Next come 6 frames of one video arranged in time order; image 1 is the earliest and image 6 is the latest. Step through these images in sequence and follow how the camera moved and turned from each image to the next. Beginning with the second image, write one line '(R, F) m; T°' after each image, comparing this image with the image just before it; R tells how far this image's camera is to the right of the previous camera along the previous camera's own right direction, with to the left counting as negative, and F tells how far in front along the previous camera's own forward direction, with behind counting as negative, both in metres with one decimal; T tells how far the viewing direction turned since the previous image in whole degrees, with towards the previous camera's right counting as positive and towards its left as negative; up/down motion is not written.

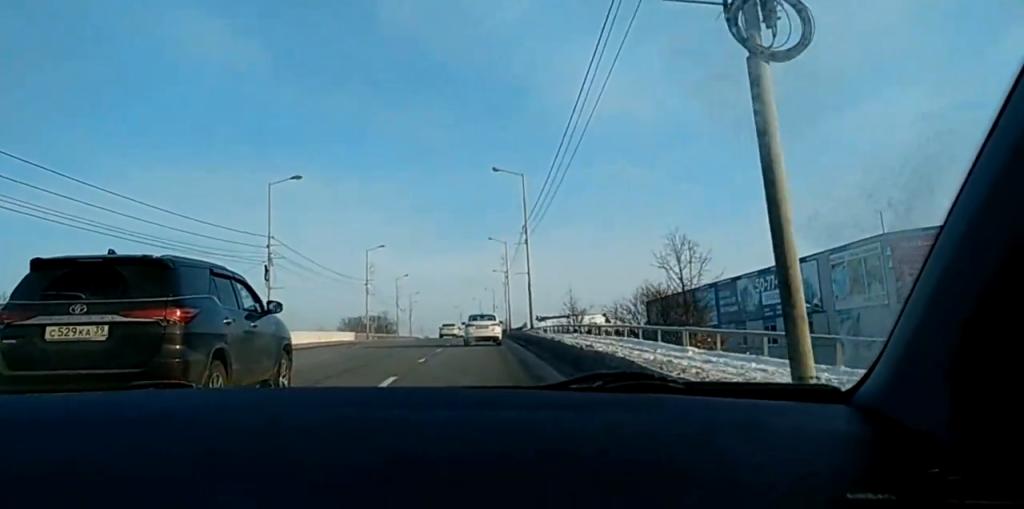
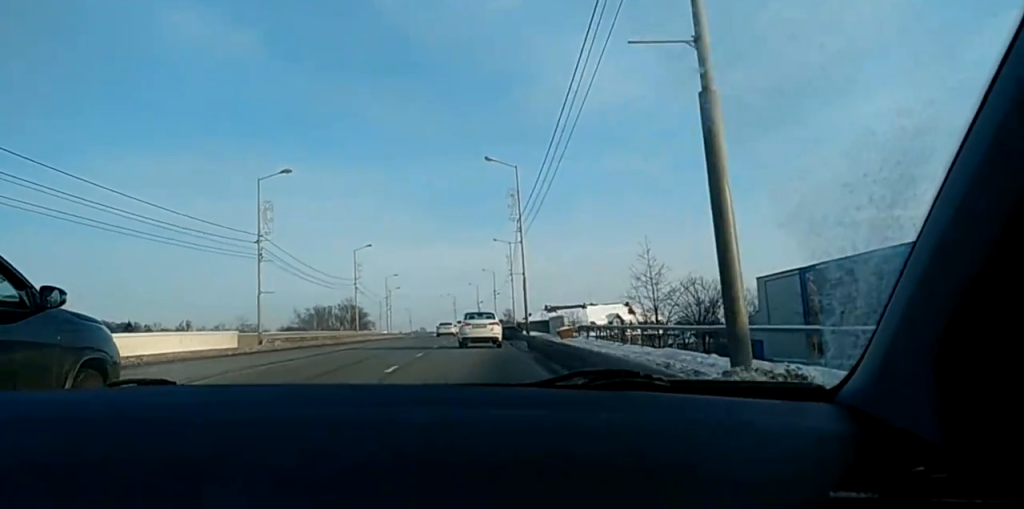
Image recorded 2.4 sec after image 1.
(-1.8, +43.0) m; -2°
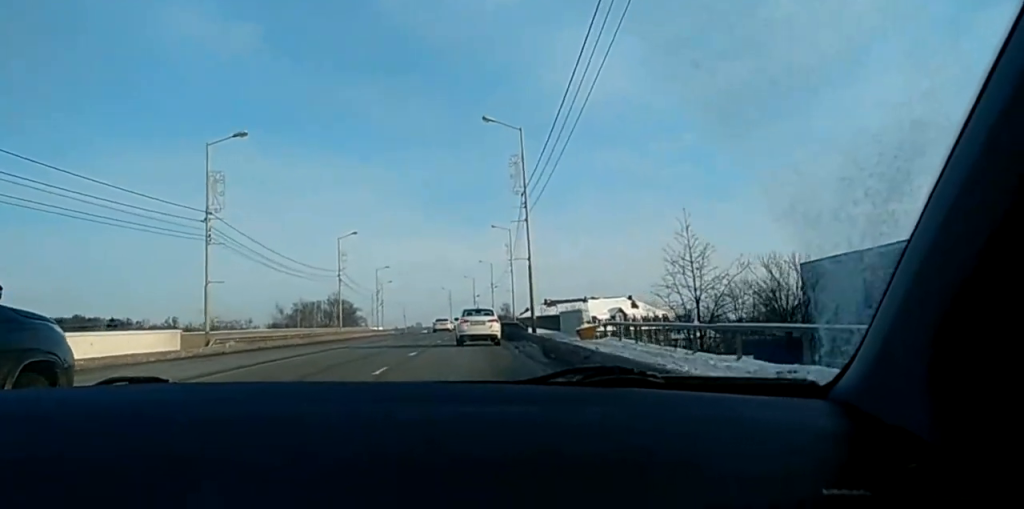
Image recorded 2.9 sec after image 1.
(-0.2, +9.4) m; +1°
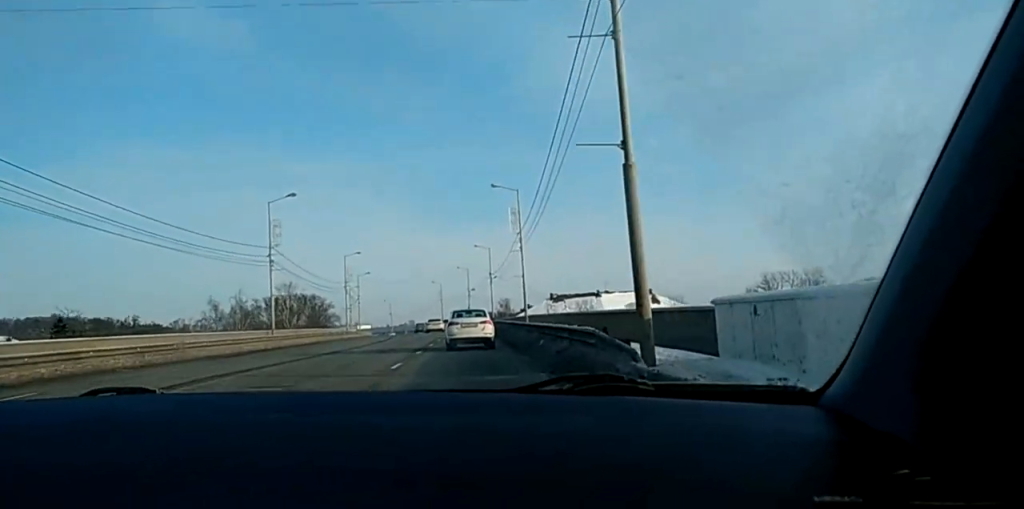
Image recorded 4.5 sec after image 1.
(+1.5, +29.3) m; +3°
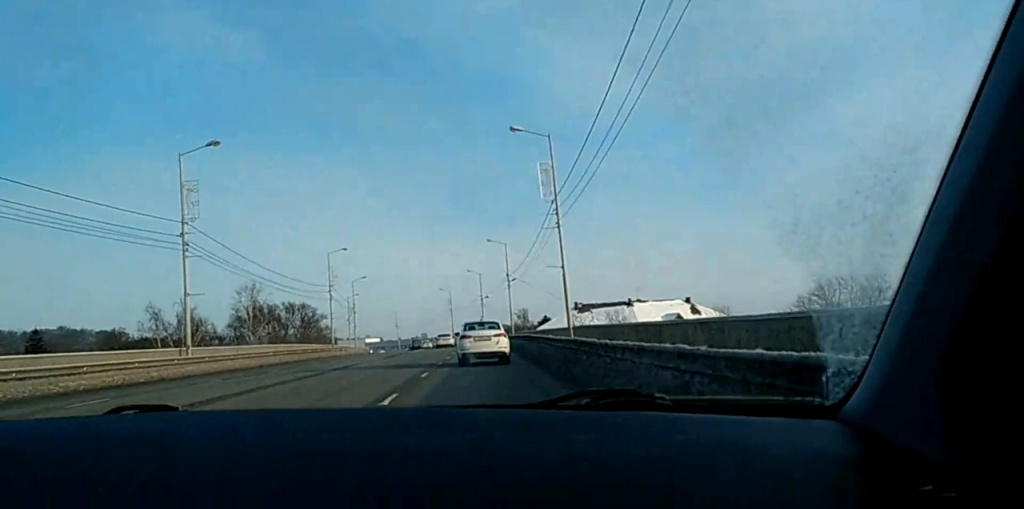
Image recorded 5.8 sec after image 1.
(-0.2, +22.8) m; -2°
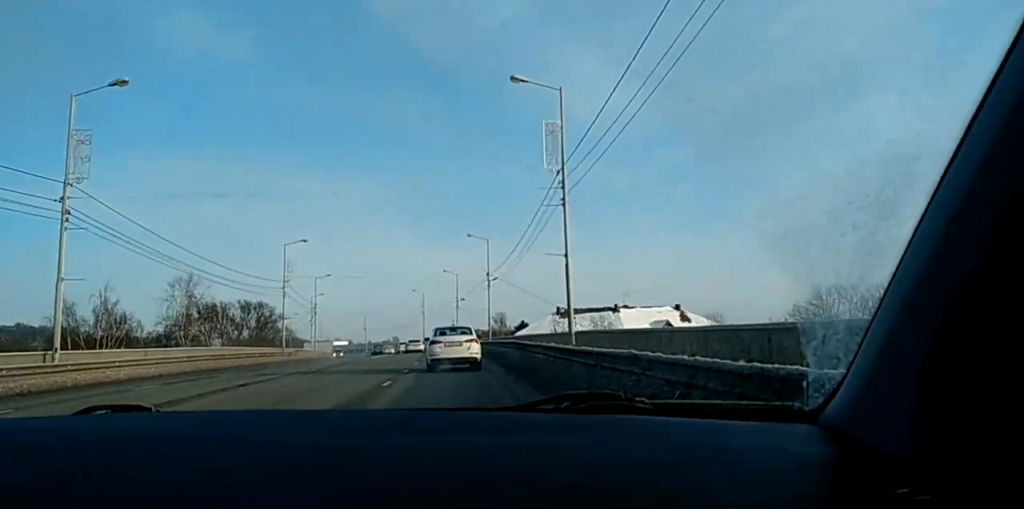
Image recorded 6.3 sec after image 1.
(-0.2, +10.2) m; -1°
